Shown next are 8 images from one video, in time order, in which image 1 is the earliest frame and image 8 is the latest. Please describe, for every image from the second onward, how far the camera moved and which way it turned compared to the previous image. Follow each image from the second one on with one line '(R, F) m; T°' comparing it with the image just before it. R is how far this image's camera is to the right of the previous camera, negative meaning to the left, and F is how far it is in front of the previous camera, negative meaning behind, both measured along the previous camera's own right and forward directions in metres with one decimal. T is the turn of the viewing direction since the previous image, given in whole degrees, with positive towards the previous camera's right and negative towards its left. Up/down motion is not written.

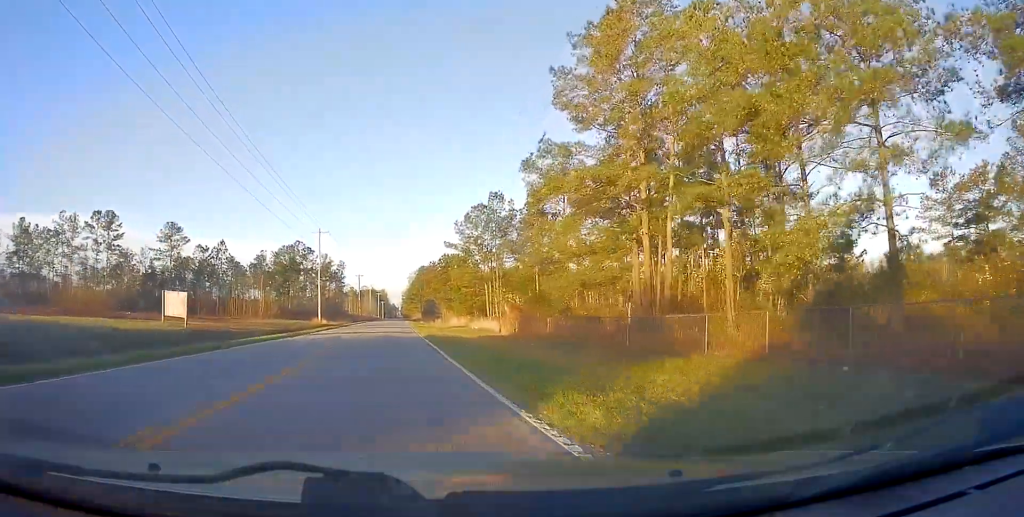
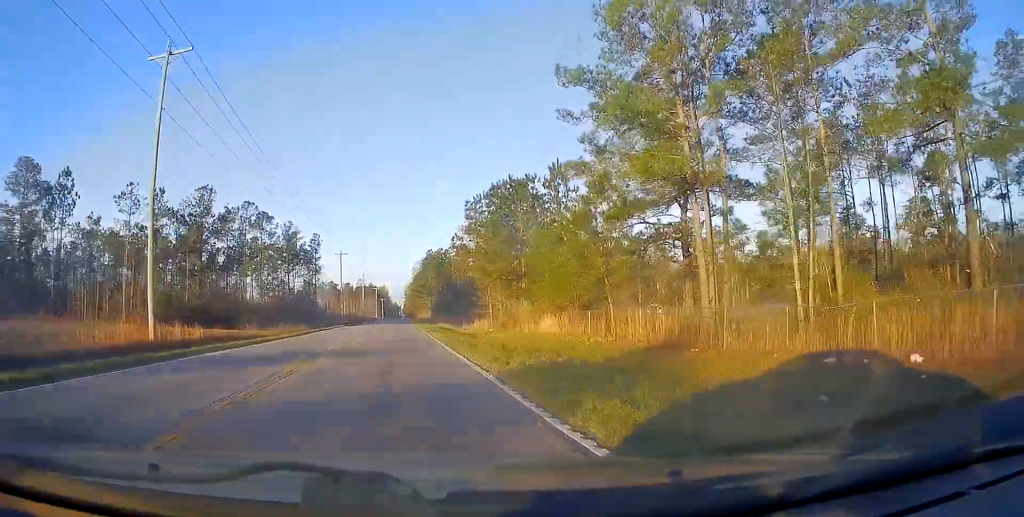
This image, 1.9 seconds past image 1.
(+0.4, +51.2) m; +1°
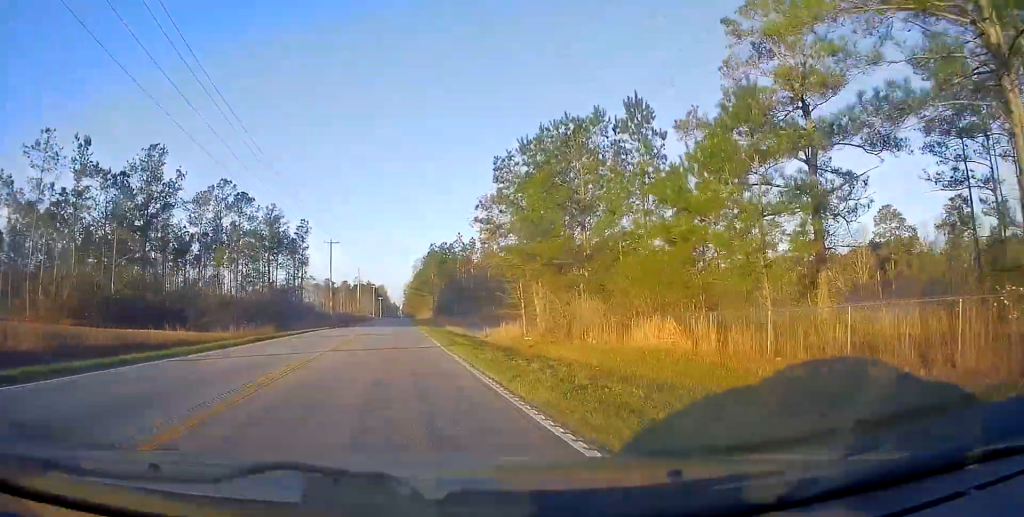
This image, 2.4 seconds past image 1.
(+0.1, +14.1) m; 0°
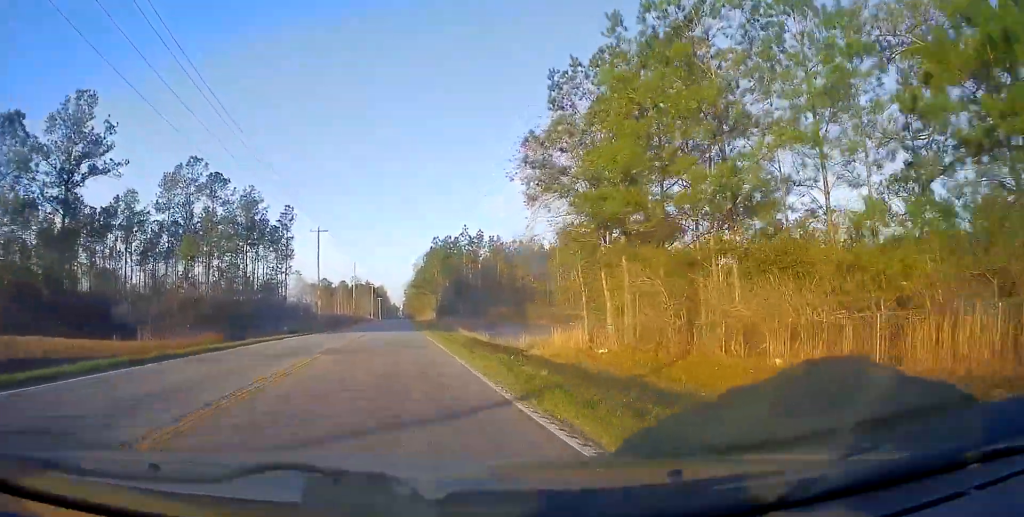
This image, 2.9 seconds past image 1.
(-0.2, +12.8) m; 0°
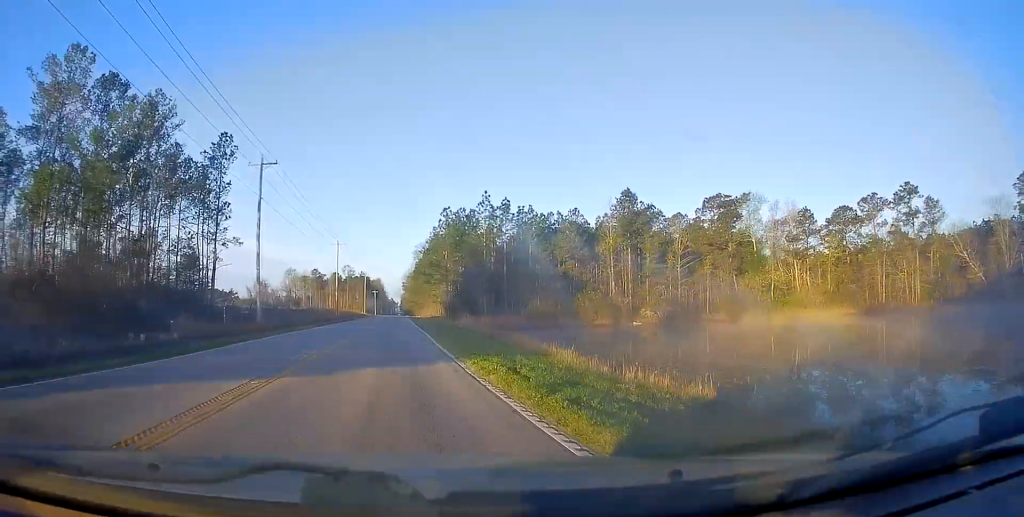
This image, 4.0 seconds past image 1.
(-0.2, +30.5) m; 0°
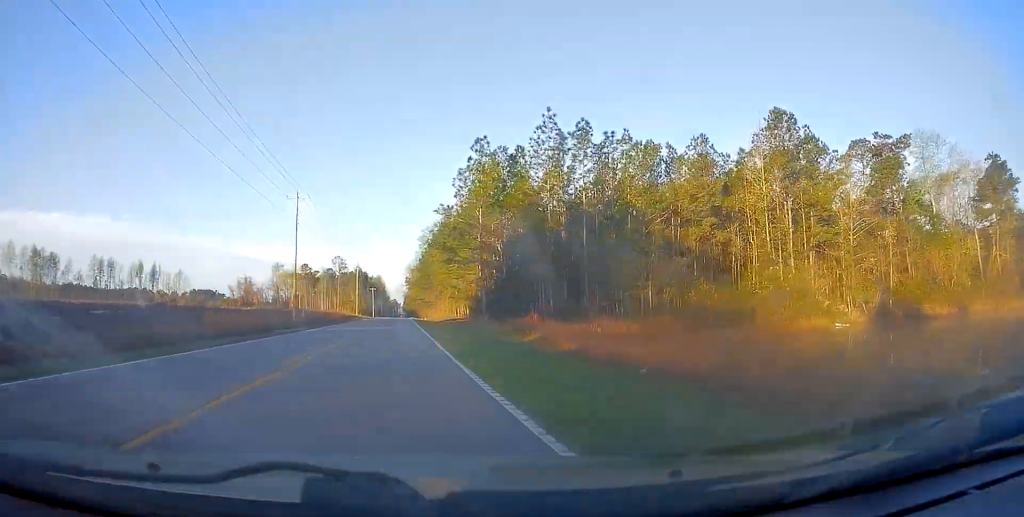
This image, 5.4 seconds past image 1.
(0.0, +39.5) m; 0°
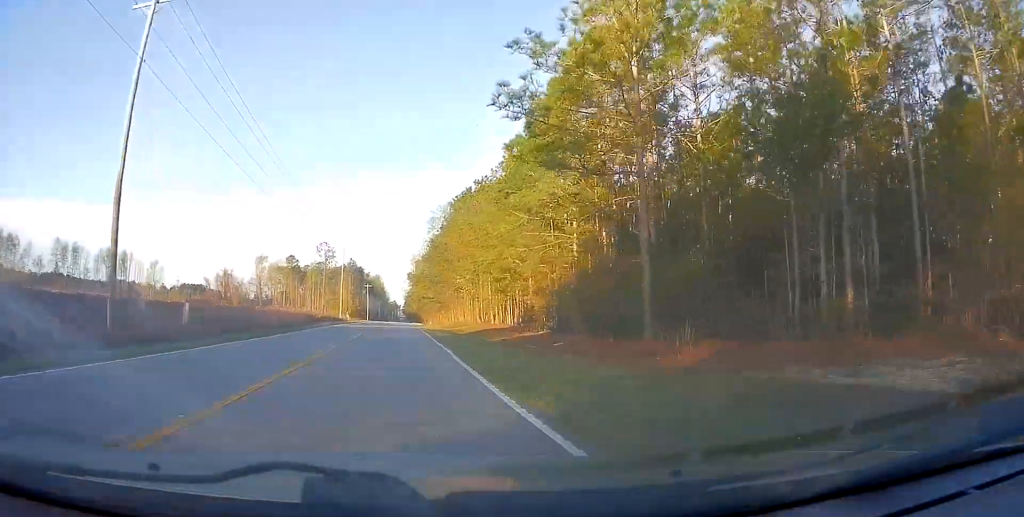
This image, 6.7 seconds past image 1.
(+0.6, +37.0) m; +1°
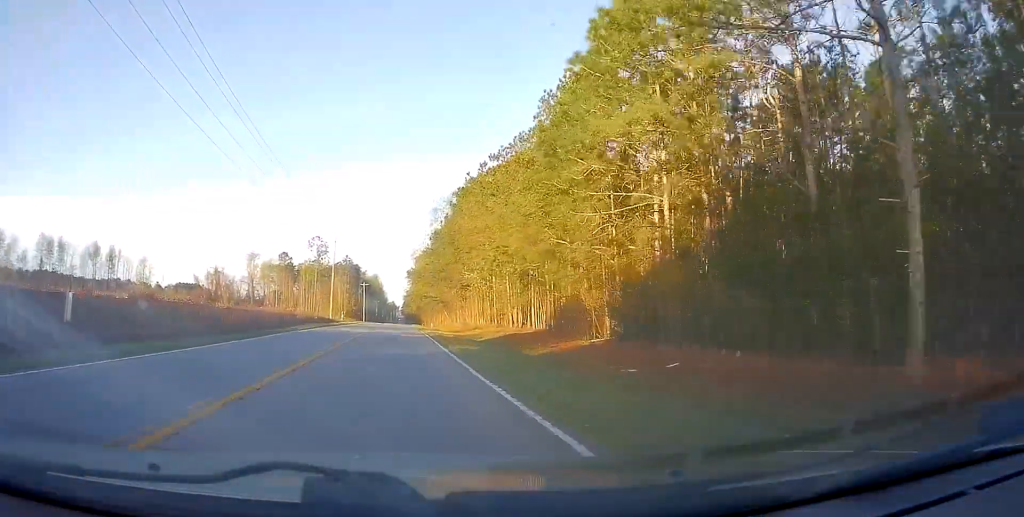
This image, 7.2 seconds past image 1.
(+0.4, +11.5) m; 0°
